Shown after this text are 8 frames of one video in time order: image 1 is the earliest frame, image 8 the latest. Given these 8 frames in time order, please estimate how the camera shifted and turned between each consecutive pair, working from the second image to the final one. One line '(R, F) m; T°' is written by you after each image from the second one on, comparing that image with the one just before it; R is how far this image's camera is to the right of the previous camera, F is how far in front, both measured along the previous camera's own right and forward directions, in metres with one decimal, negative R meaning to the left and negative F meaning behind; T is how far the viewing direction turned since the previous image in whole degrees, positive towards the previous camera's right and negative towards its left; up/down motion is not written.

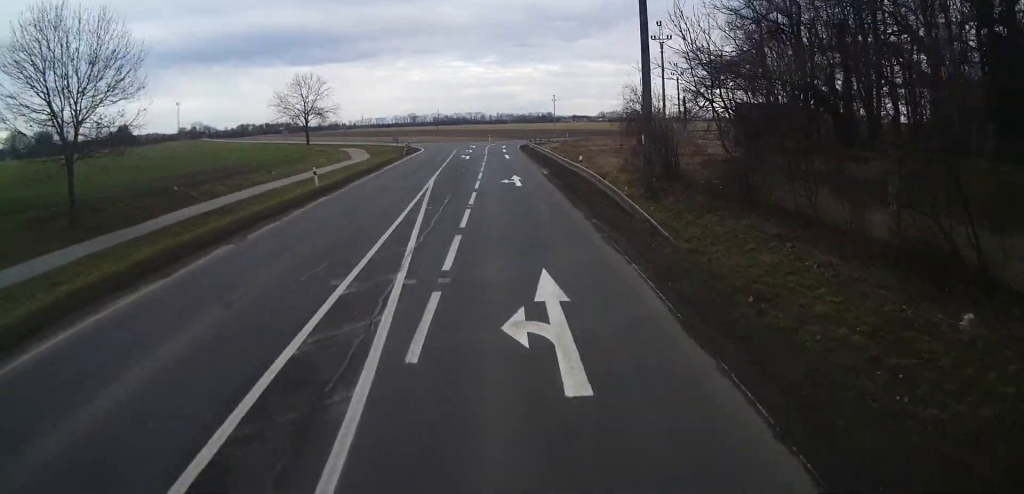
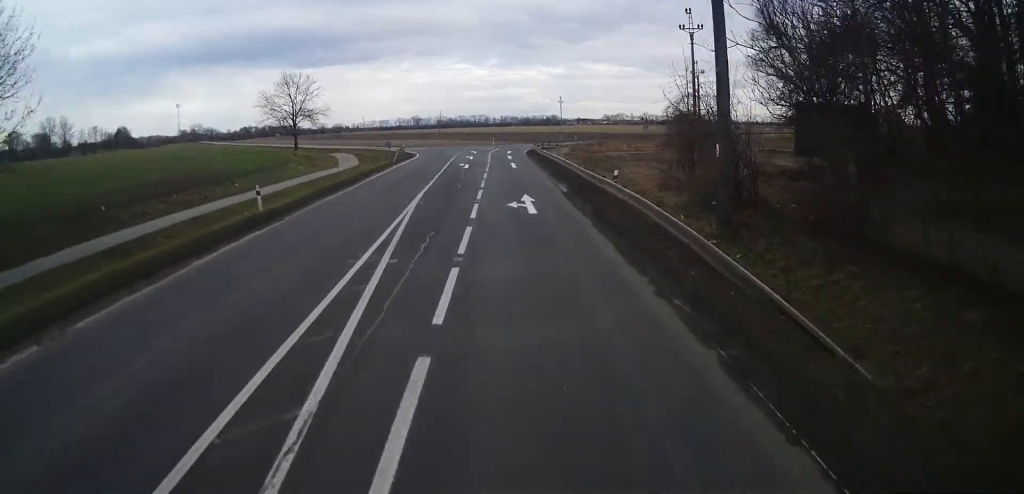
(0.0, +6.9) m; 0°
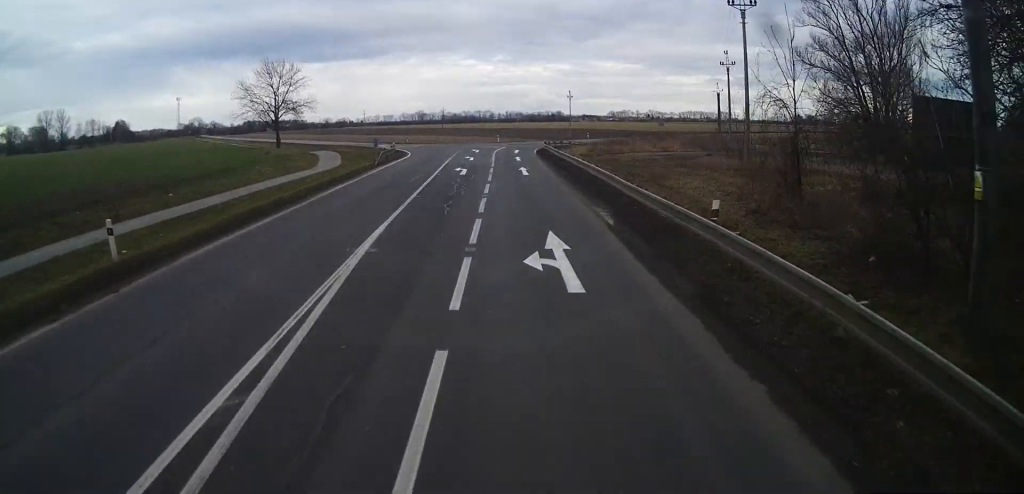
(+0.2, +8.6) m; +1°
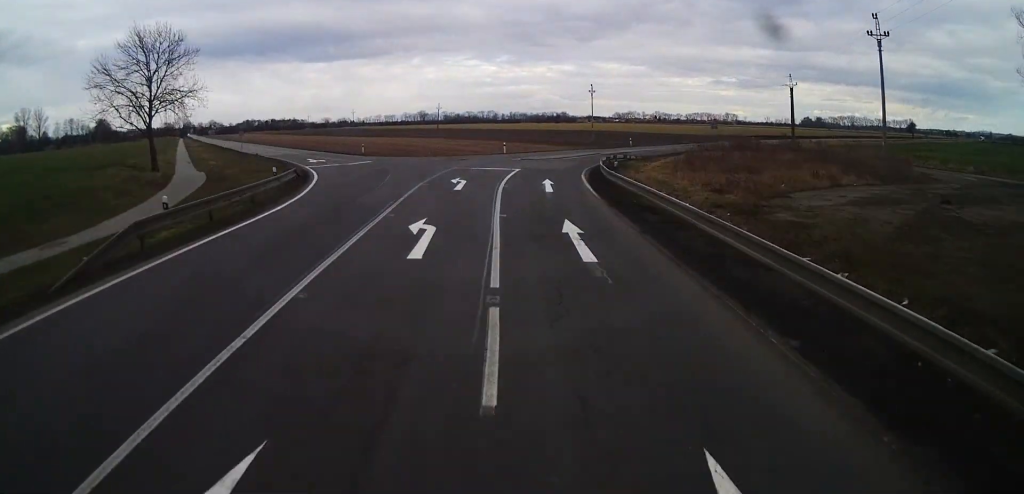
(+0.1, +30.0) m; 0°
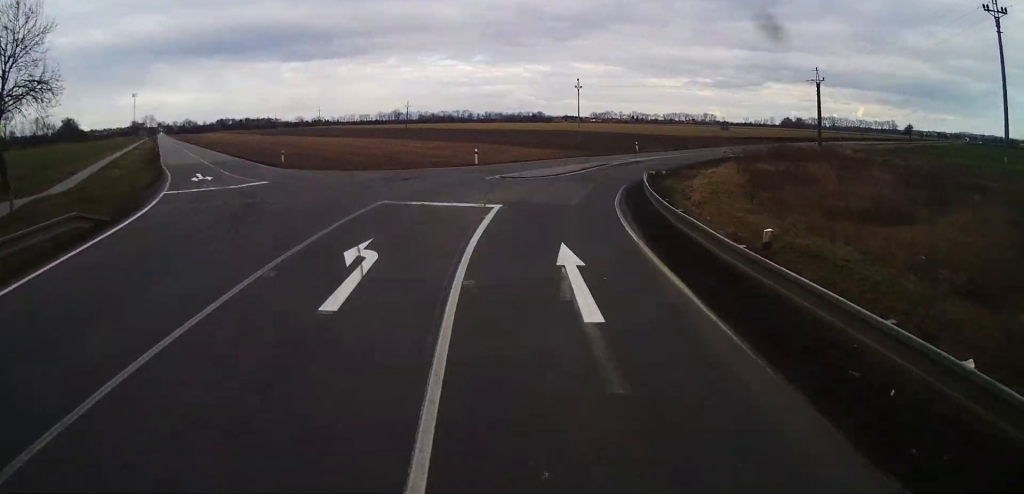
(0.0, +15.6) m; 0°
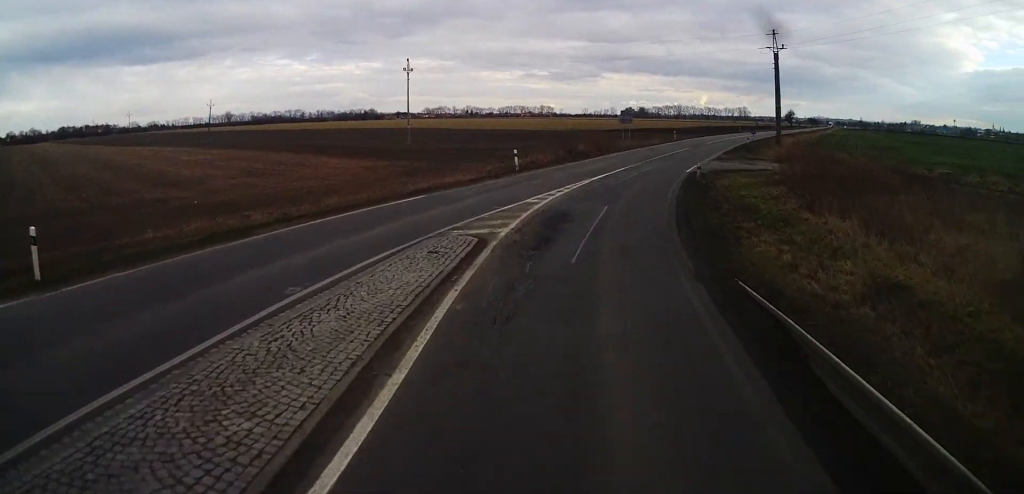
(+1.2, +30.0) m; +8°
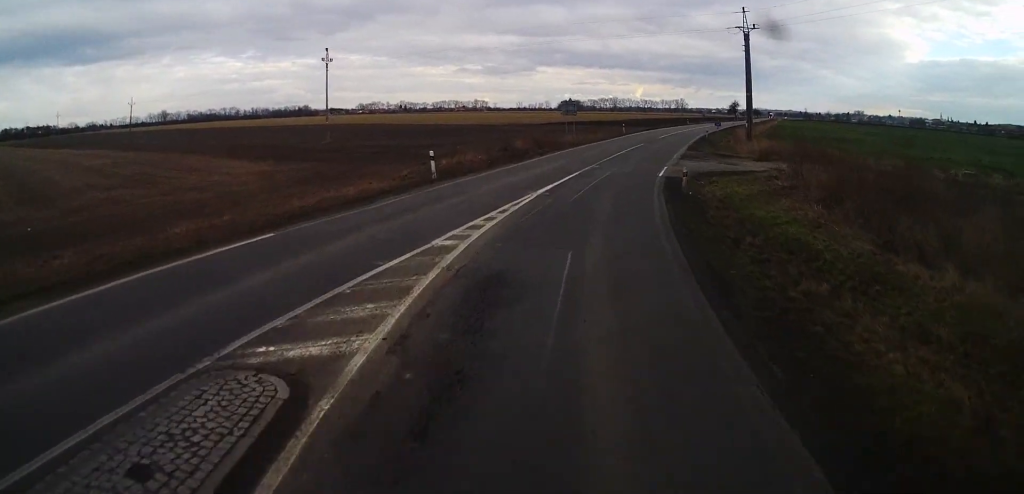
(+0.3, +7.9) m; +5°
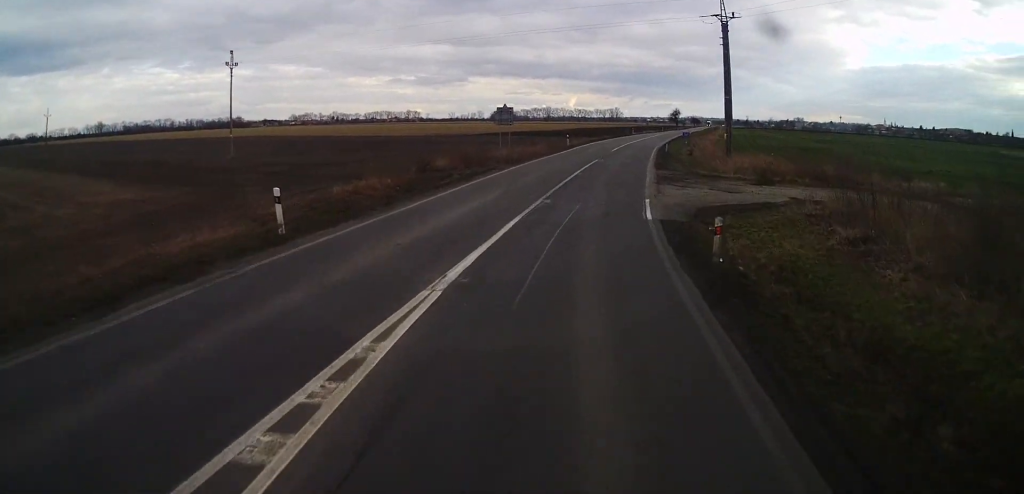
(+0.3, +8.9) m; +6°
